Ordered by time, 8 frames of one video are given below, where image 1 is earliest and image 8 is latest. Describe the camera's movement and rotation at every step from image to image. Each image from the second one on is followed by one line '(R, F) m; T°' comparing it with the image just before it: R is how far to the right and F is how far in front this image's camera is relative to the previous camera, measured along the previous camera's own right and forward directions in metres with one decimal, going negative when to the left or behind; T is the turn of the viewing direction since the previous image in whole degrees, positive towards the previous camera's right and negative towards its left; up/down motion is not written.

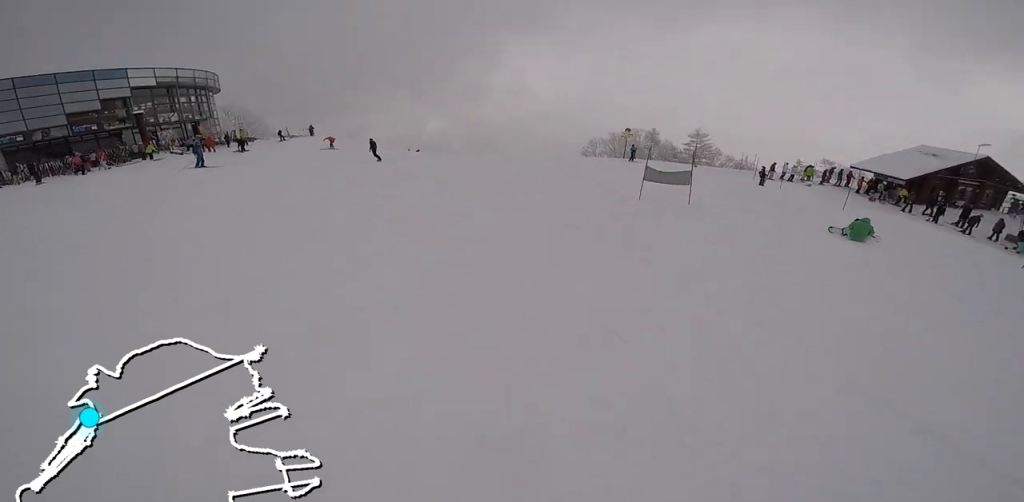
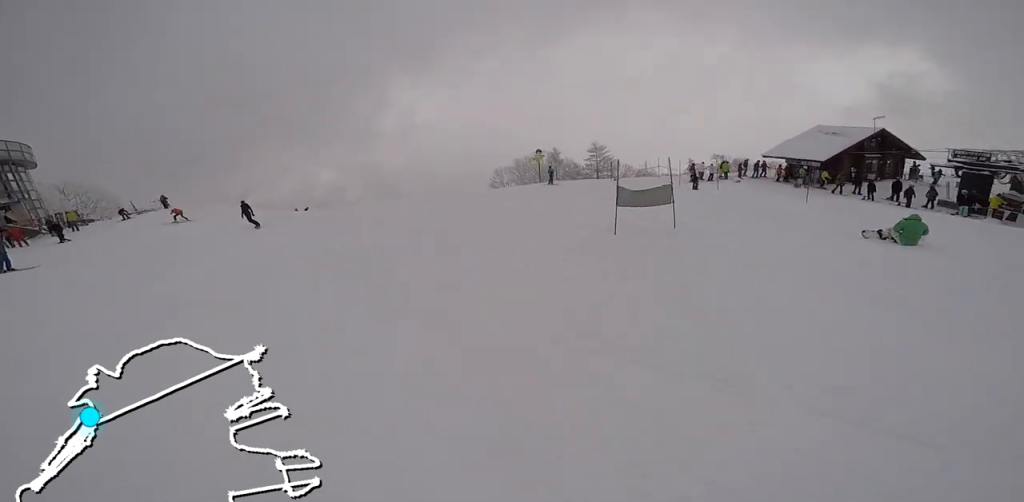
(0.0, +3.9) m; +6°
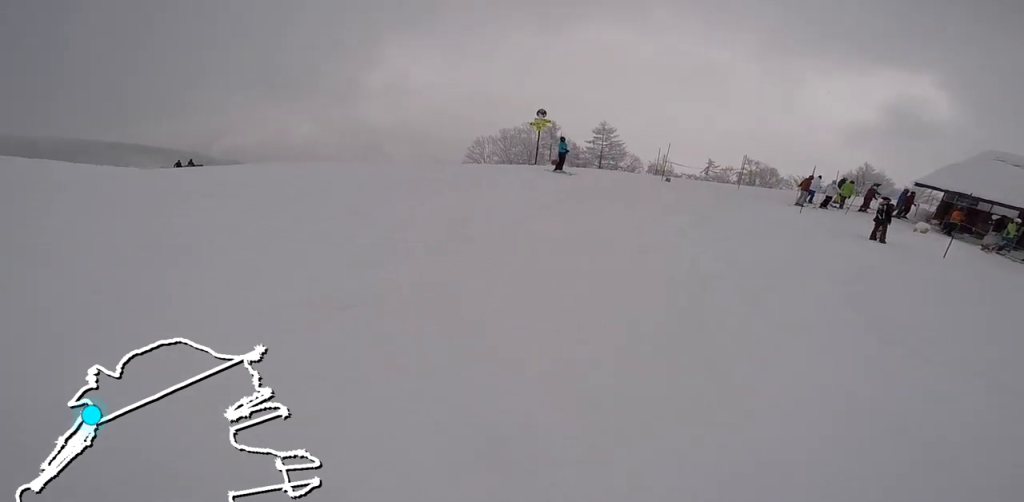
(+2.5, +12.5) m; +17°
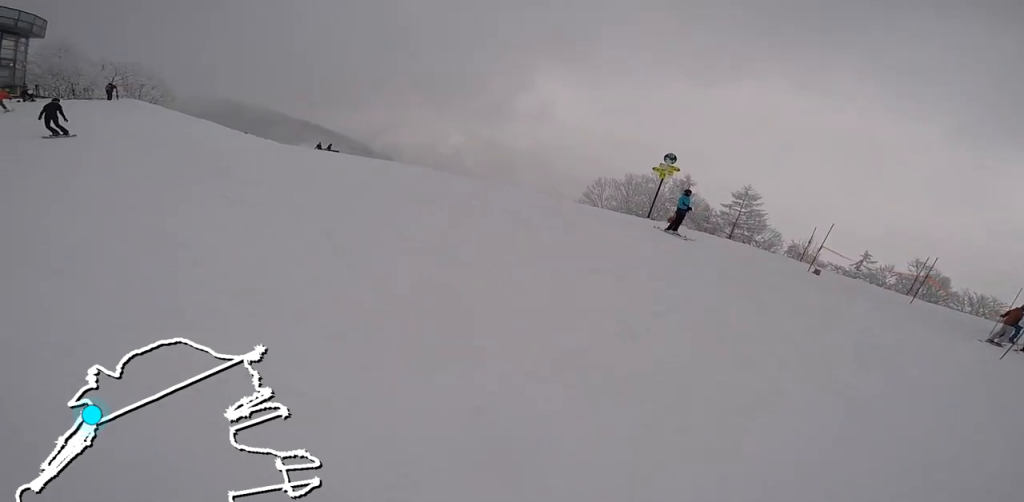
(-0.1, +2.7) m; -9°
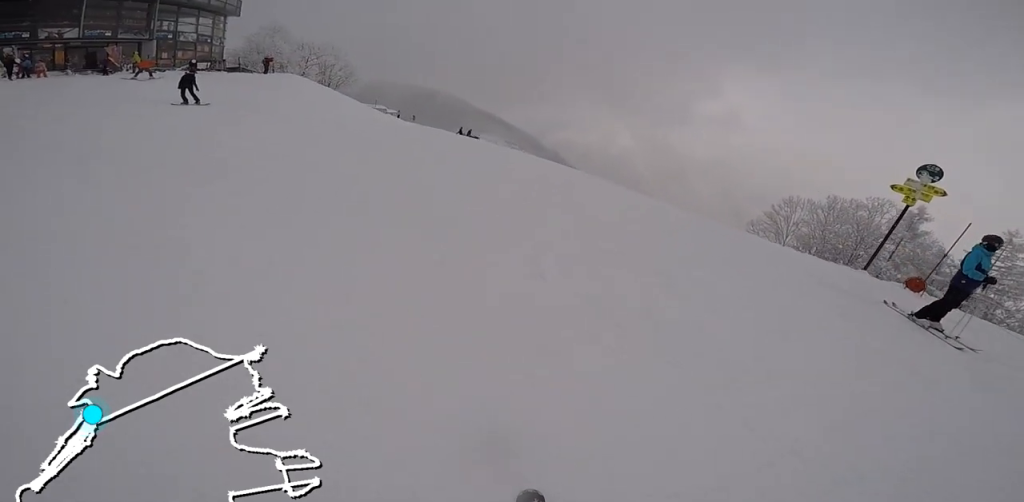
(-0.9, +5.3) m; -28°
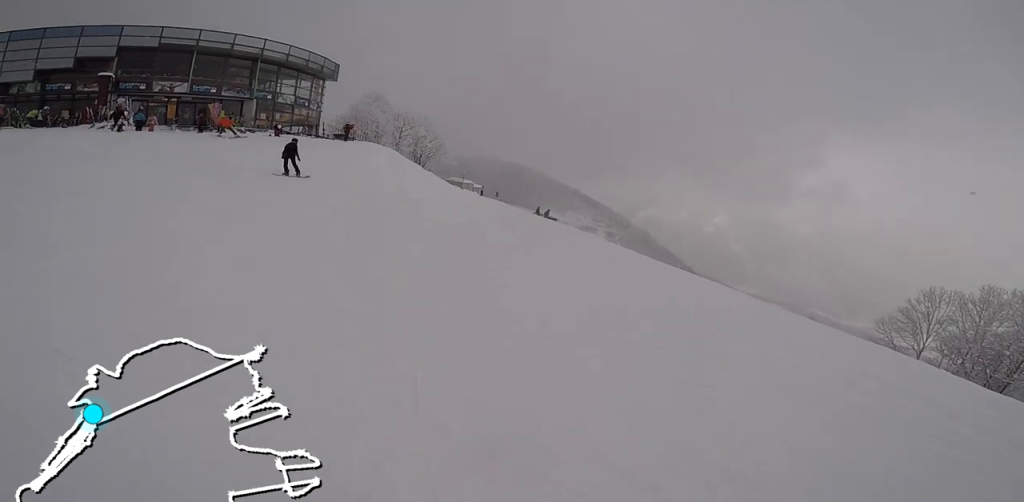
(-1.0, +3.8) m; -28°
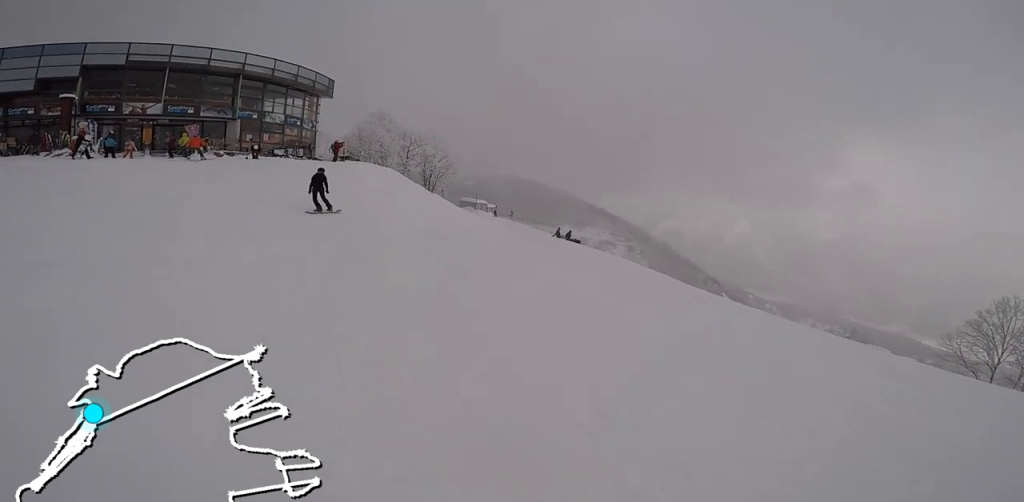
(-1.0, +3.6) m; -9°
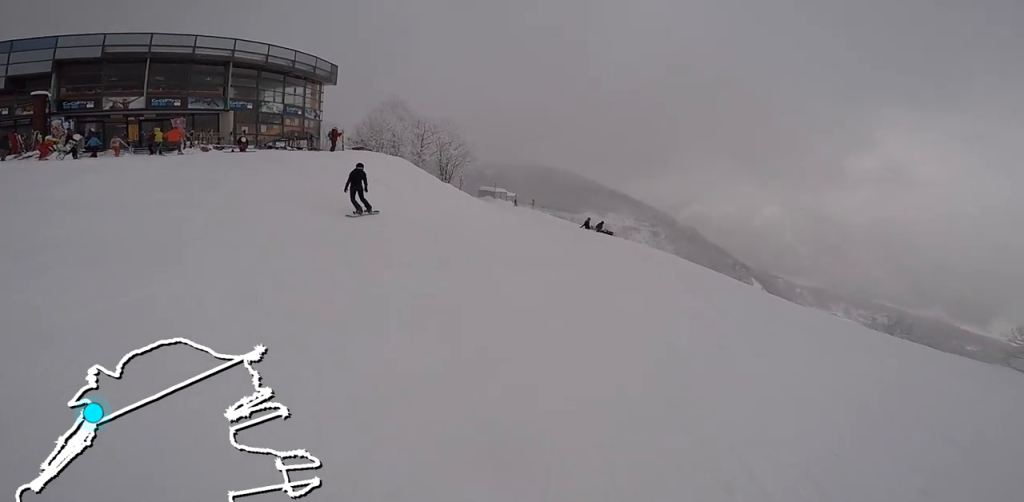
(+0.3, +2.9) m; +9°
